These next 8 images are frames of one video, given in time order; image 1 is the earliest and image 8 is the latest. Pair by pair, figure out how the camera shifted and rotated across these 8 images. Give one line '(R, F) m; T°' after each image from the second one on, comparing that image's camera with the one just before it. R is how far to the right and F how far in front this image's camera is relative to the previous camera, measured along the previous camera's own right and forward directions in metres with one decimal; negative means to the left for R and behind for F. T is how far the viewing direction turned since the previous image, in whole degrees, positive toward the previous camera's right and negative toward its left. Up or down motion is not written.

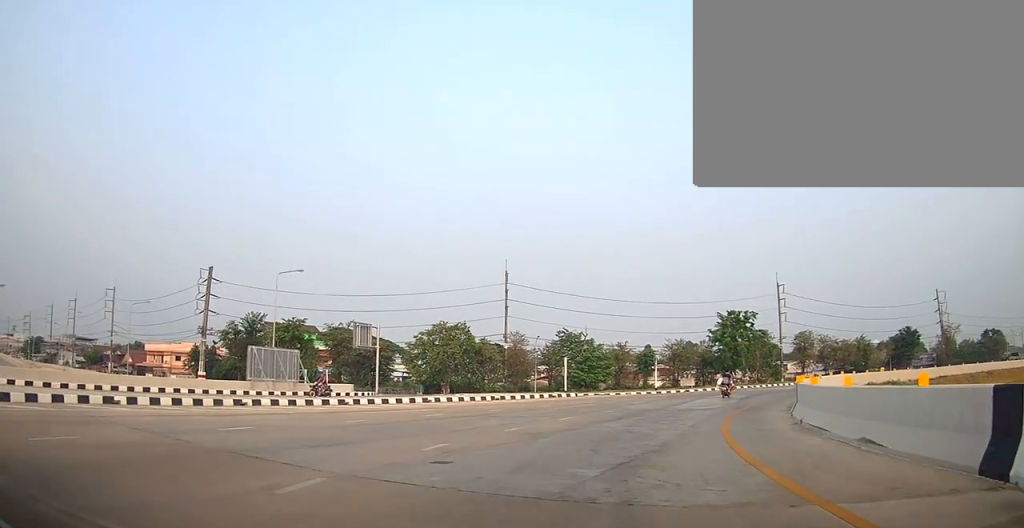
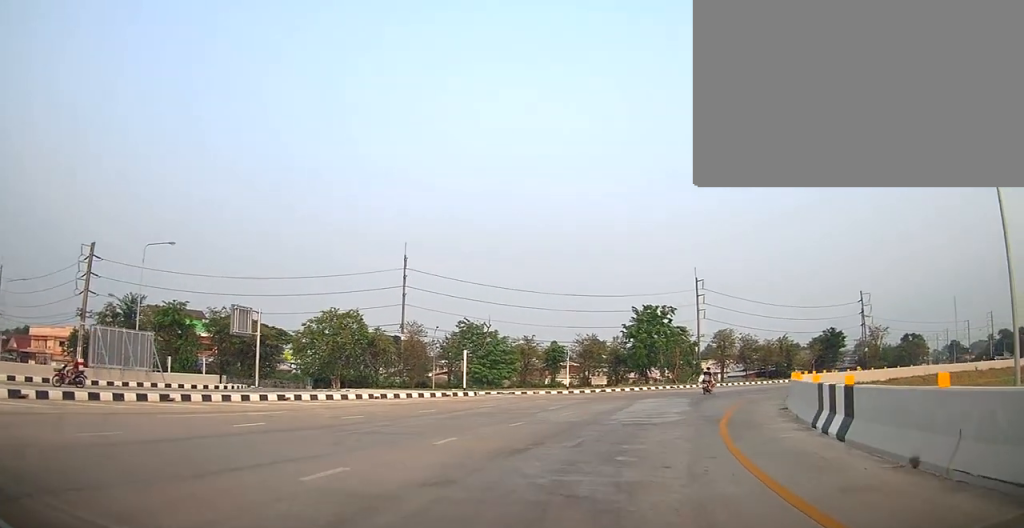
(+0.4, +6.0) m; +10°
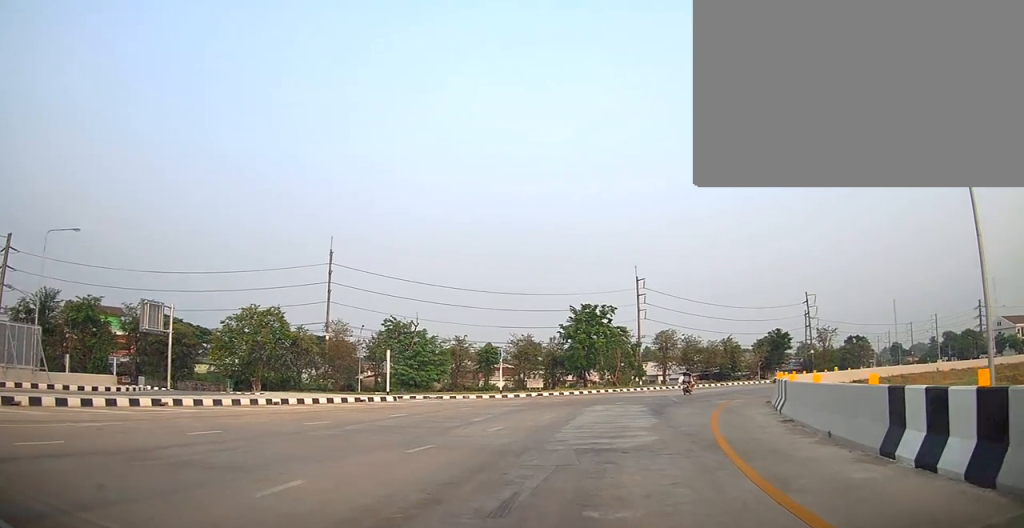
(+0.2, +4.0) m; +7°
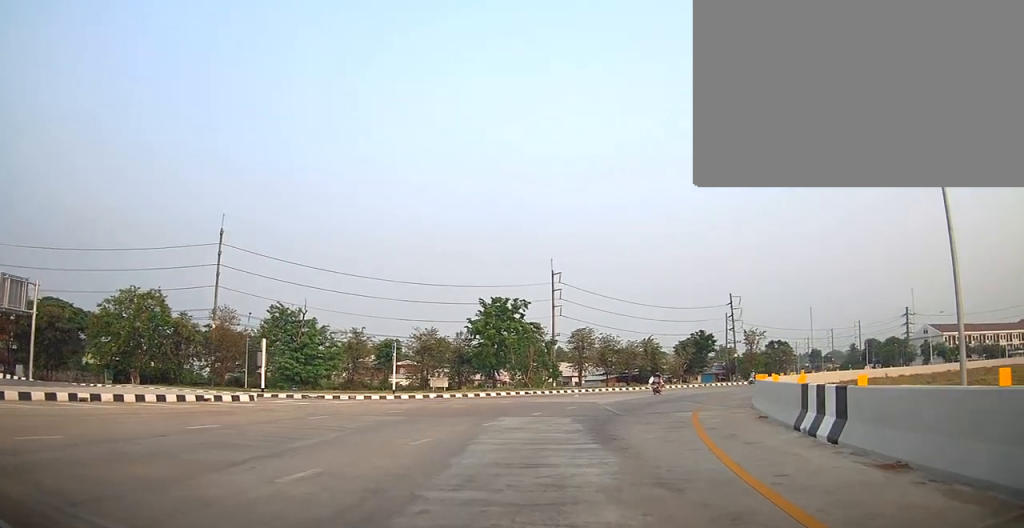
(+0.5, +6.4) m; +9°
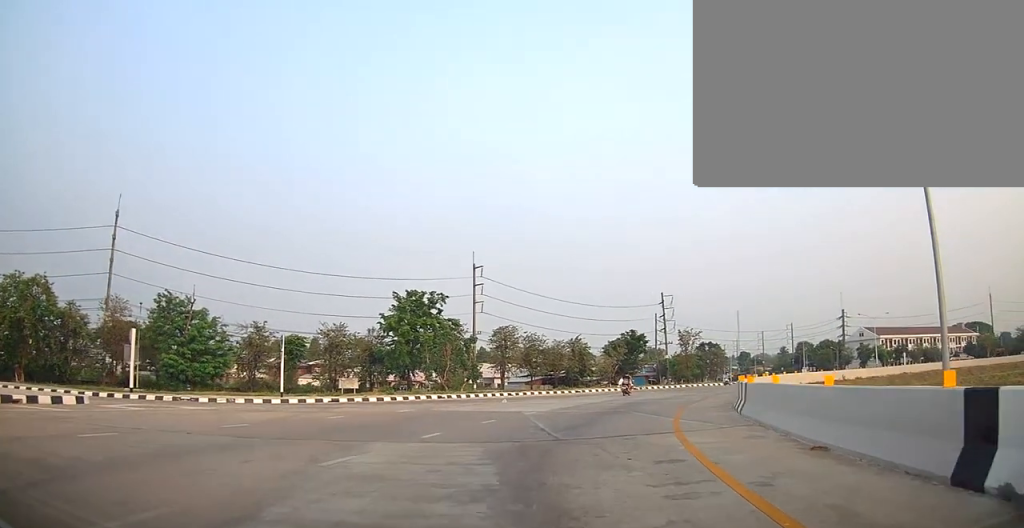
(+0.5, +5.8) m; +6°
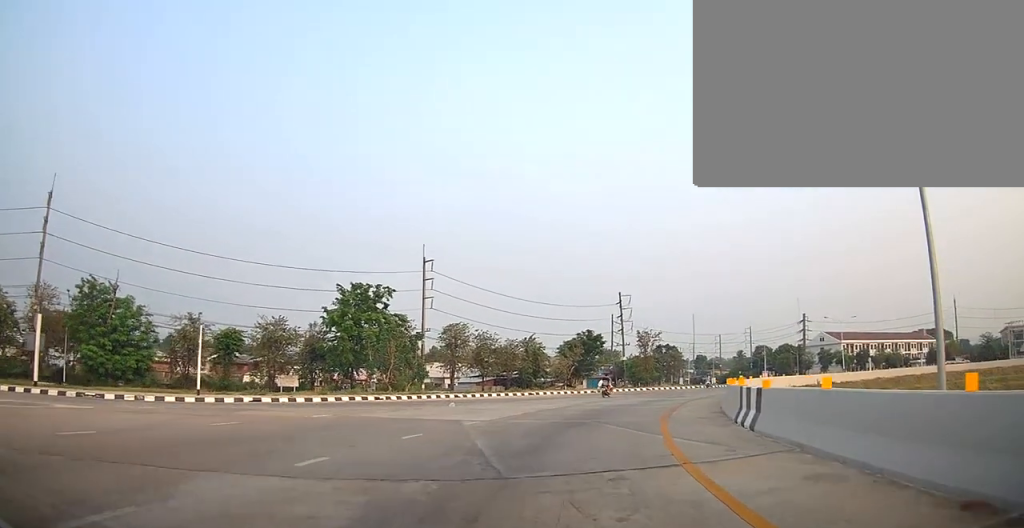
(+0.1, +3.7) m; +3°
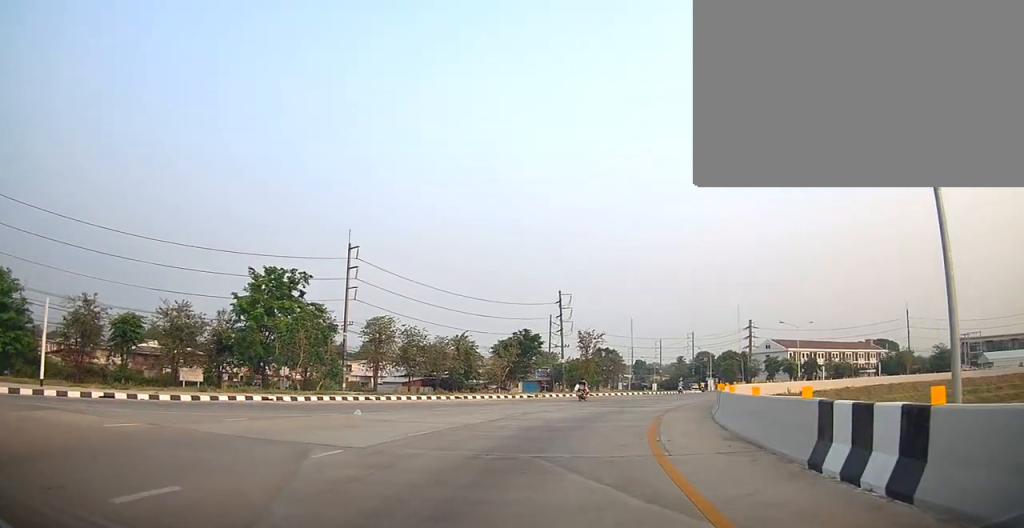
(+0.2, +6.1) m; +5°
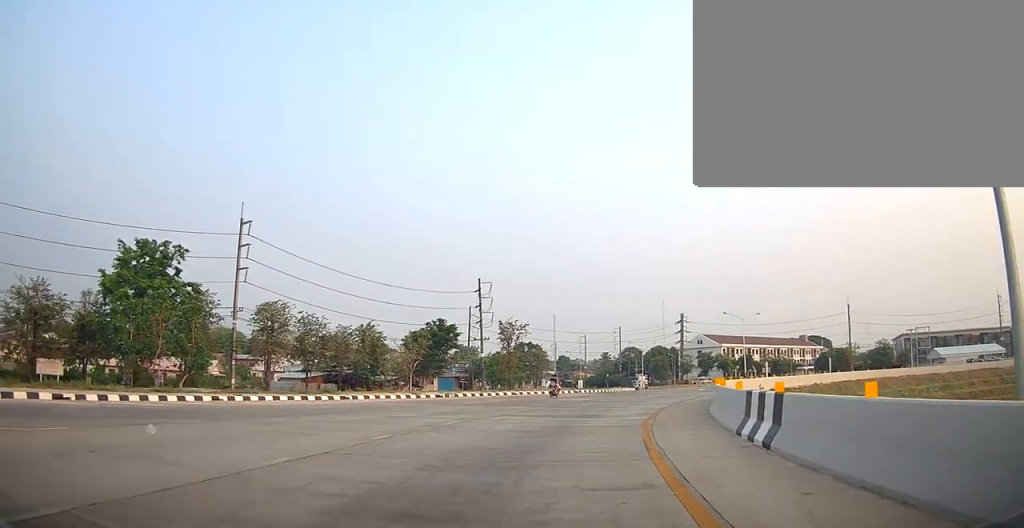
(+0.5, +8.3) m; +6°
